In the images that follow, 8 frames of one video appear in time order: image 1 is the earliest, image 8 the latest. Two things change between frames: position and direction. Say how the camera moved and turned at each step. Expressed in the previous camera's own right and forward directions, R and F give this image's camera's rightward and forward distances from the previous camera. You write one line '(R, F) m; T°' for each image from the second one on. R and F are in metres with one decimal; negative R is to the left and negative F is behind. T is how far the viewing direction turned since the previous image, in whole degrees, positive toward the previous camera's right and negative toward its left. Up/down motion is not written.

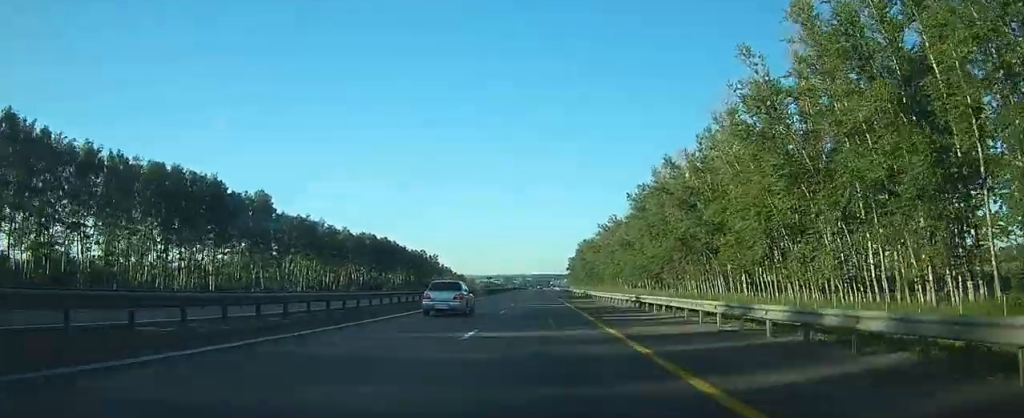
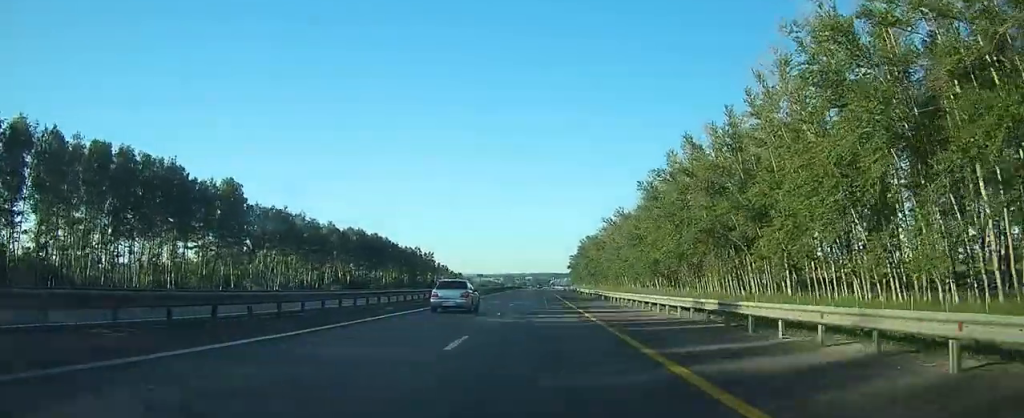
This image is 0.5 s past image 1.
(0.0, +14.6) m; 0°
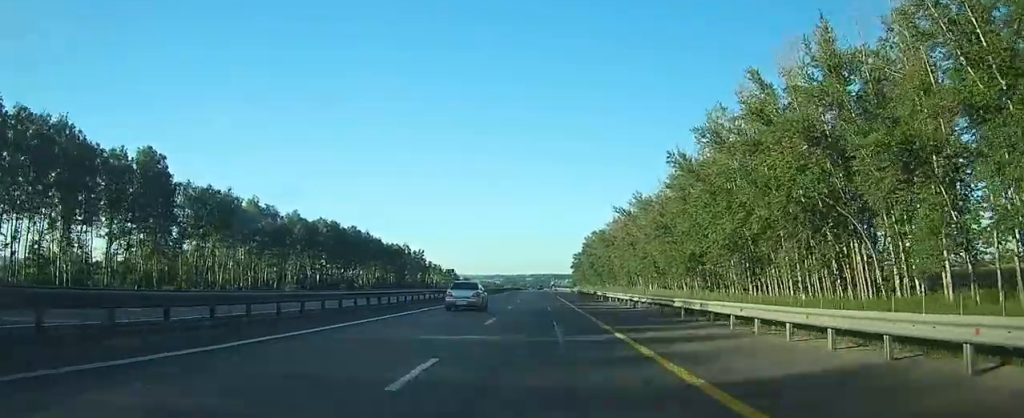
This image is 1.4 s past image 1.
(0.0, +27.8) m; 0°
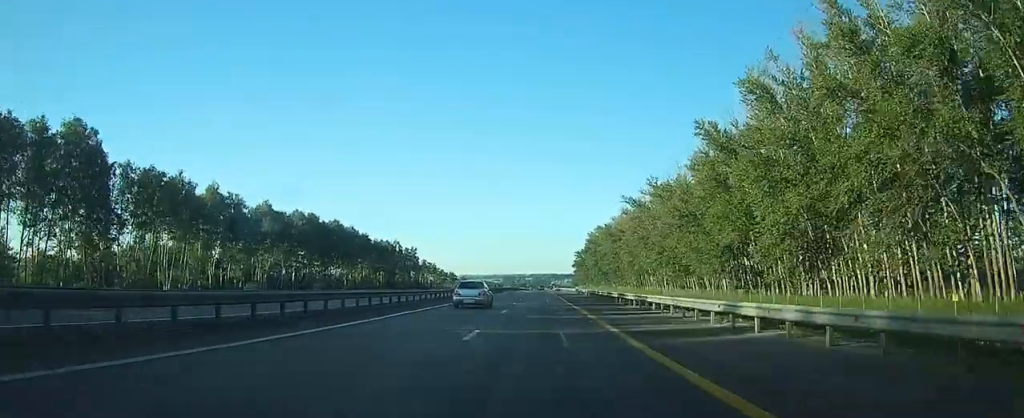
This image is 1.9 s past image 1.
(0.0, +17.6) m; 0°
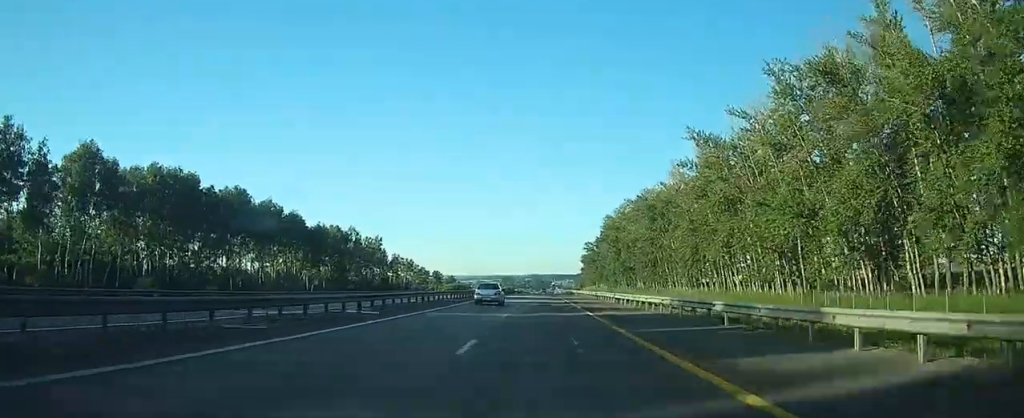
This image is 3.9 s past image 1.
(0.0, +62.6) m; 0°
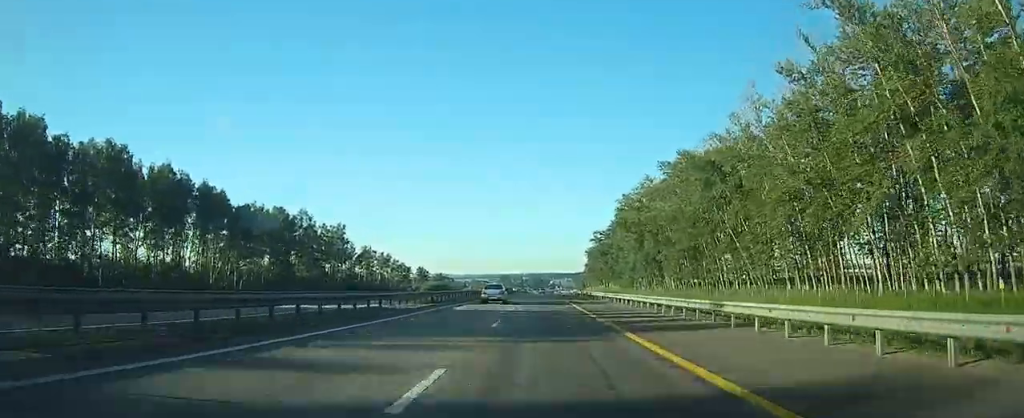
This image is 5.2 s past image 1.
(0.0, +41.0) m; 0°
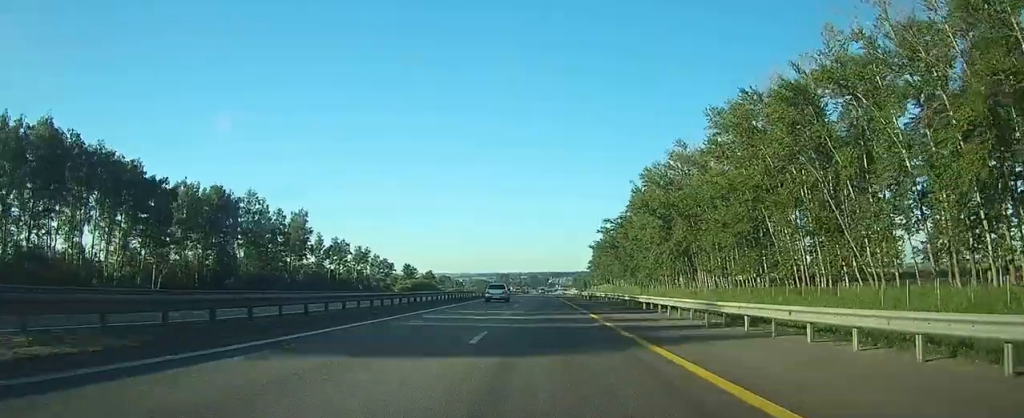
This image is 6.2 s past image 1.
(+0.1, +29.5) m; 0°
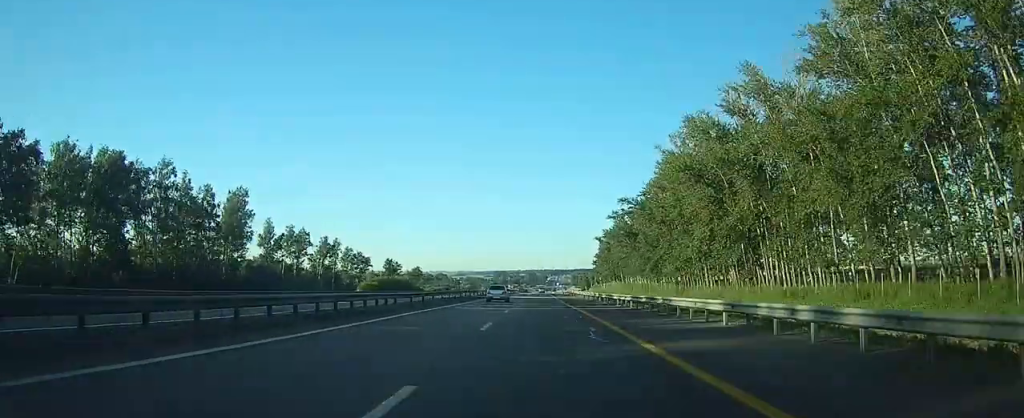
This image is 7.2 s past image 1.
(+0.1, +32.7) m; 0°
